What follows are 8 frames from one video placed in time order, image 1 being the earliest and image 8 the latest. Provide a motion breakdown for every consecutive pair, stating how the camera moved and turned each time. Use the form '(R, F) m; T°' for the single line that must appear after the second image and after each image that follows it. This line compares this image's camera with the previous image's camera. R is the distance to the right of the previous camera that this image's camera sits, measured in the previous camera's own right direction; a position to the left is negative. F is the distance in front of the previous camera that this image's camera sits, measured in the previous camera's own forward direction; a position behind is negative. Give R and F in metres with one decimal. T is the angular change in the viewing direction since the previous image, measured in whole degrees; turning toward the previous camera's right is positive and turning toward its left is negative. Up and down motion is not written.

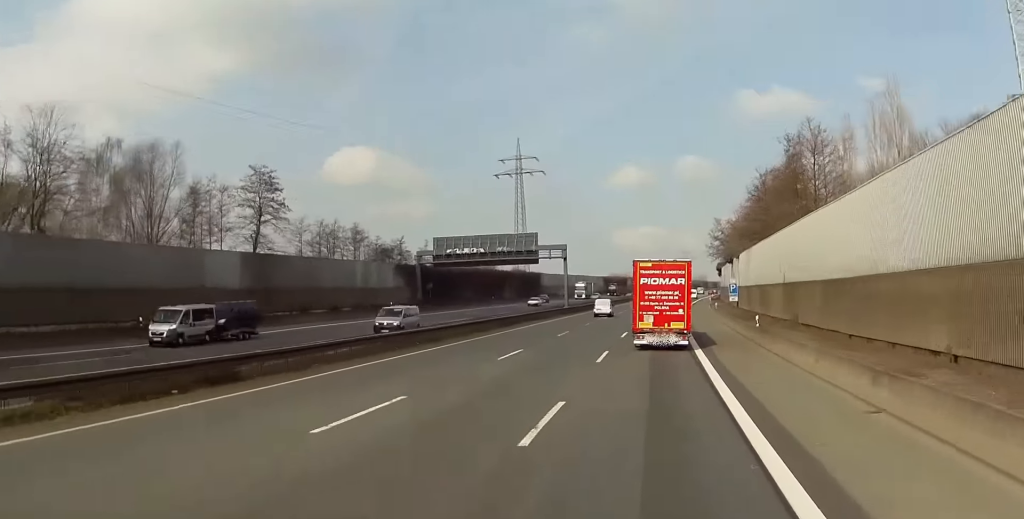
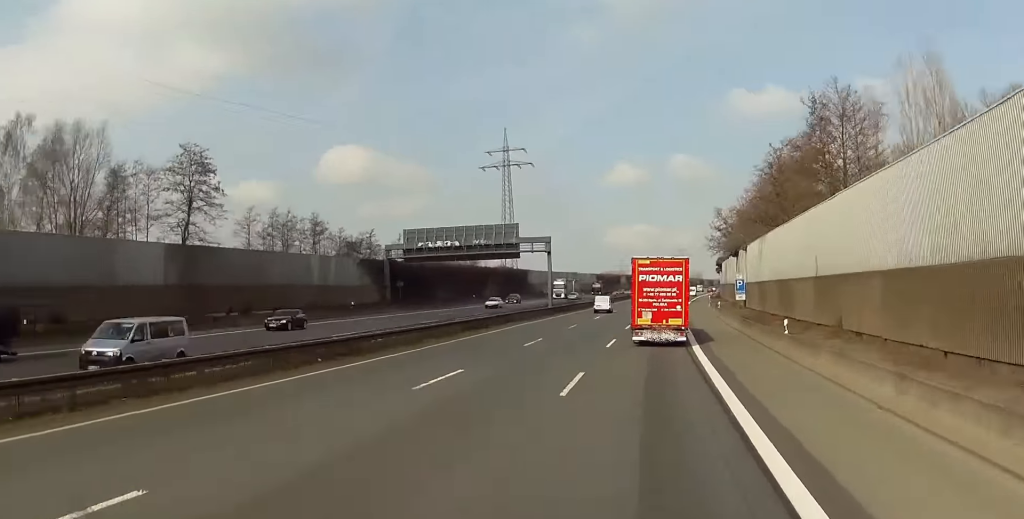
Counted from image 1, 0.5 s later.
(+0.1, +11.4) m; 0°
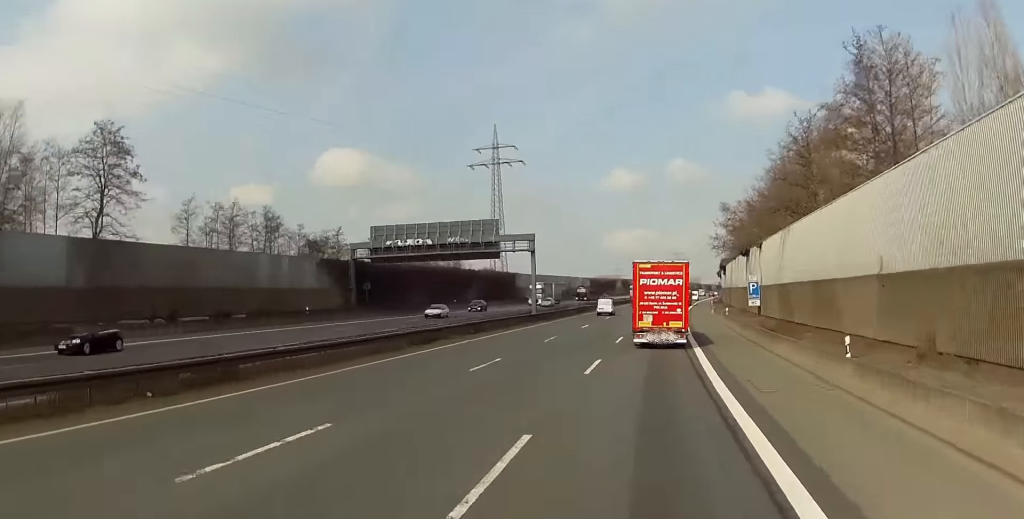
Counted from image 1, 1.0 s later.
(0.0, +11.5) m; 0°
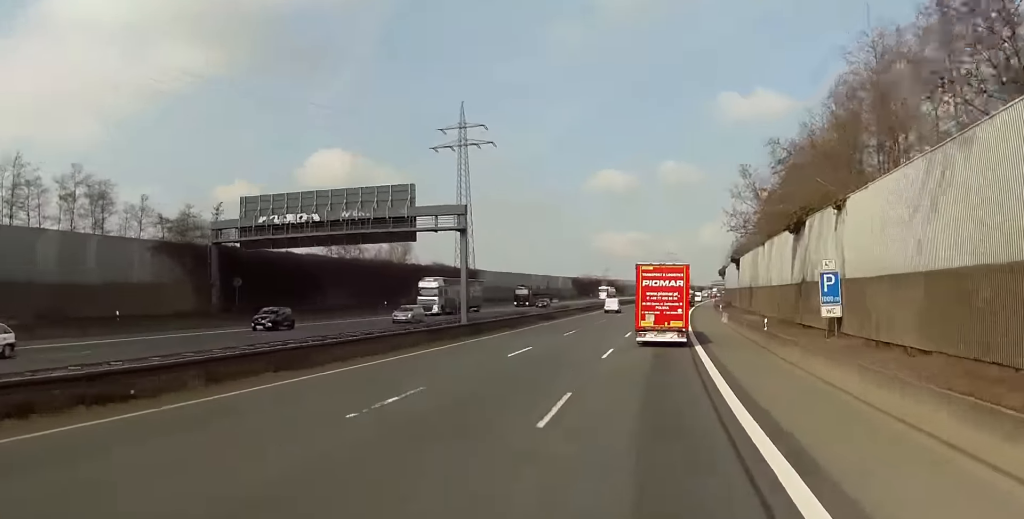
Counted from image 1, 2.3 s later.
(0.0, +29.0) m; 0°
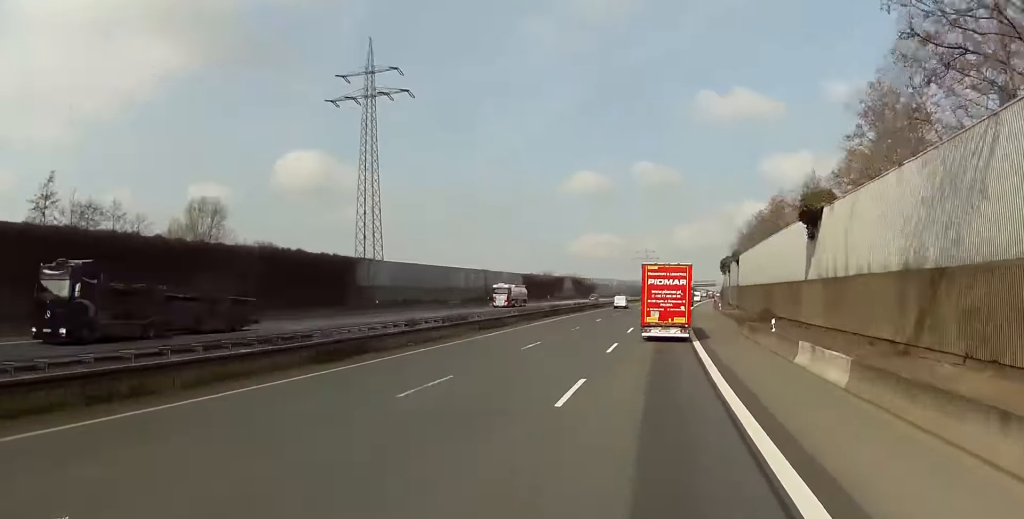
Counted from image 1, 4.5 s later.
(+0.2, +51.1) m; +1°
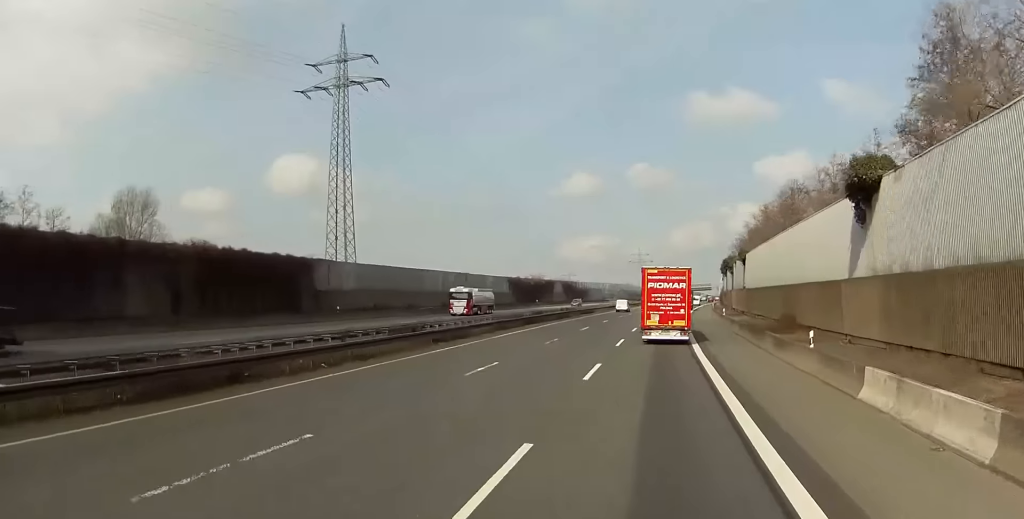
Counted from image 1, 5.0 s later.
(0.0, +10.7) m; 0°
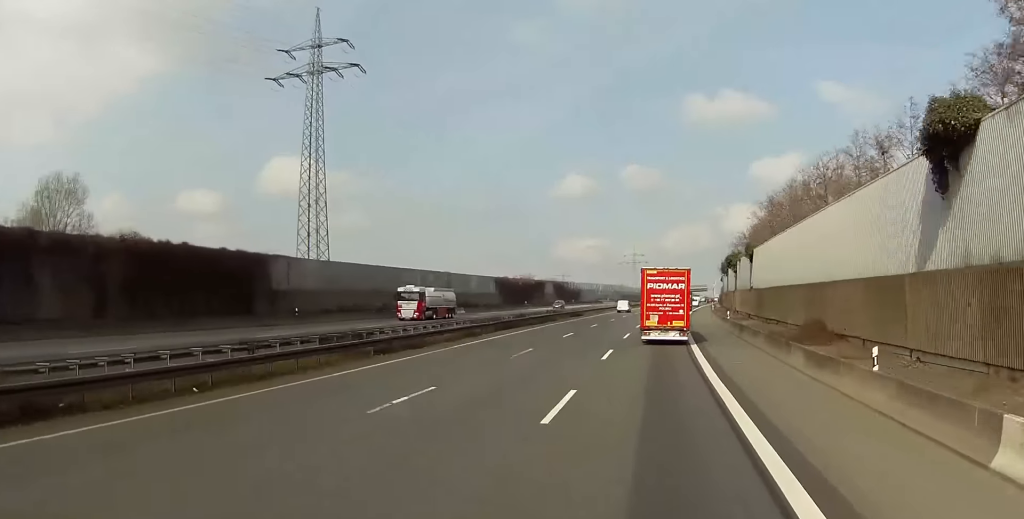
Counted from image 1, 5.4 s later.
(-0.1, +9.2) m; +1°
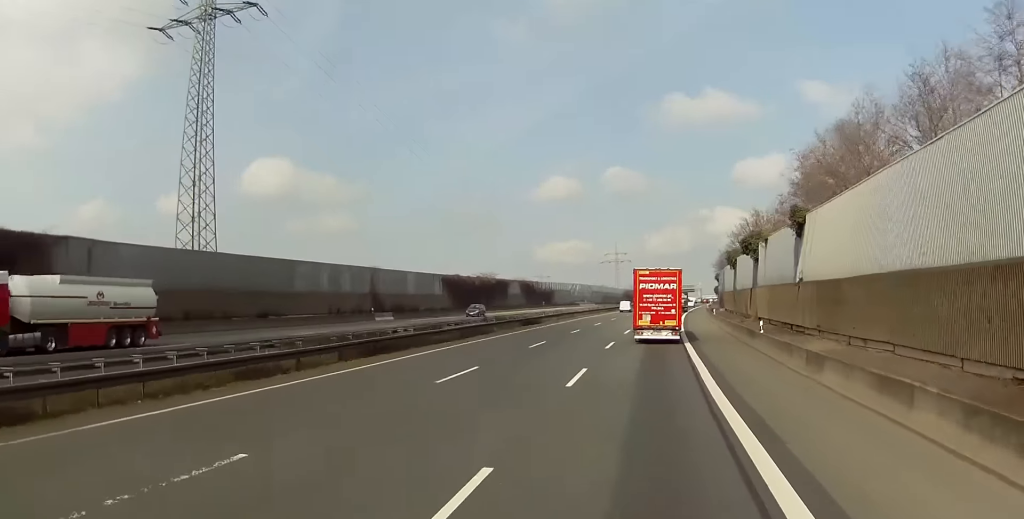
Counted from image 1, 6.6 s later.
(+0.6, +29.0) m; +1°
